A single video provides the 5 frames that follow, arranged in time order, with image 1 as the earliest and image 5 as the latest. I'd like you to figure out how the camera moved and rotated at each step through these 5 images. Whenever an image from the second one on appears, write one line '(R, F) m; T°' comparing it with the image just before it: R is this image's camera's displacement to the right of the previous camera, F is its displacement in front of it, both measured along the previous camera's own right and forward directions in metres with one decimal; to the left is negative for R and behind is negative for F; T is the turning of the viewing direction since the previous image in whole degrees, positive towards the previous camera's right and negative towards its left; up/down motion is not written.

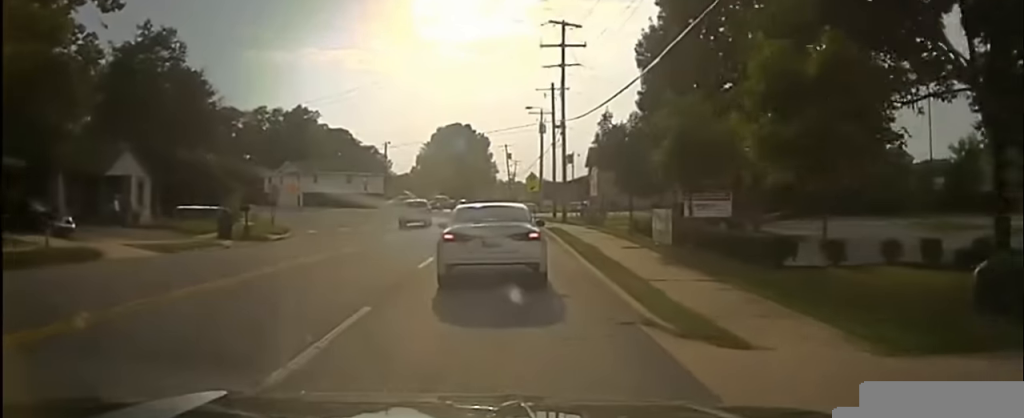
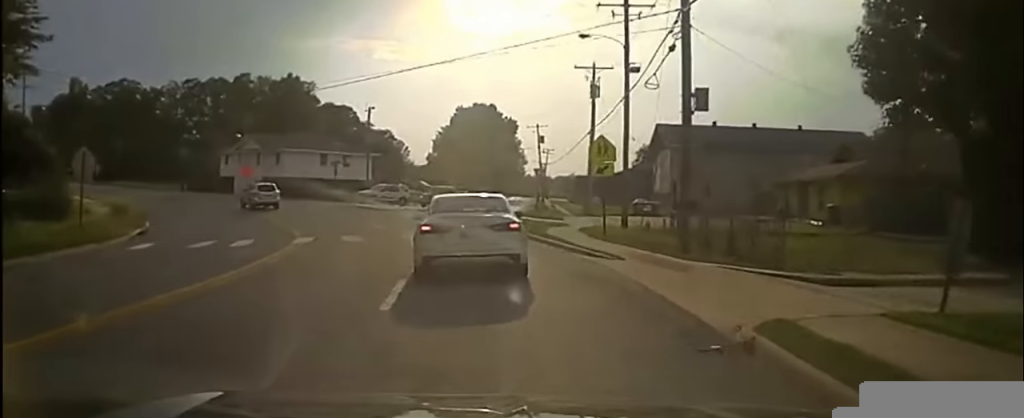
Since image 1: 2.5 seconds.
(+0.3, +31.6) m; 0°
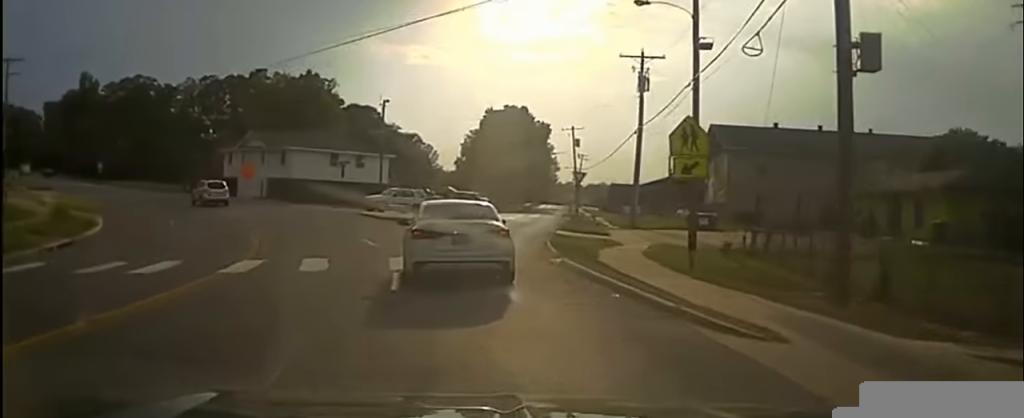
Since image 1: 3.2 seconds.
(0.0, +10.7) m; 0°
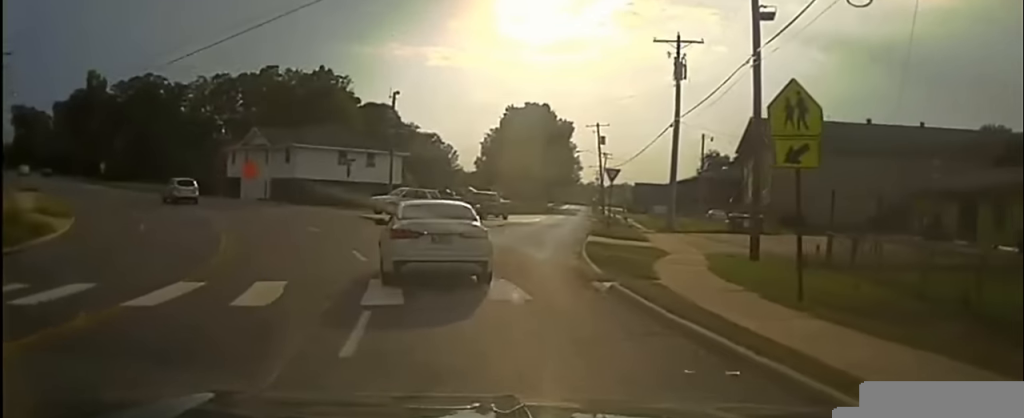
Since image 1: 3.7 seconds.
(0.0, +6.4) m; -2°
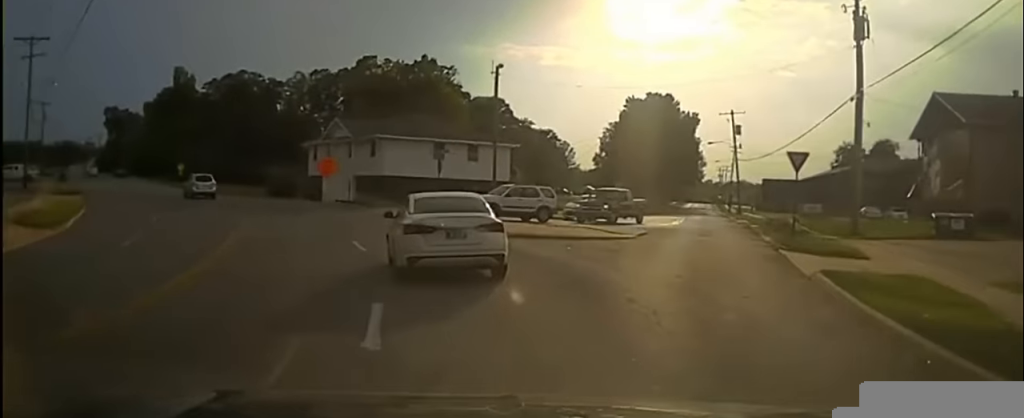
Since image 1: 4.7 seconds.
(-0.5, +12.5) m; -7°
